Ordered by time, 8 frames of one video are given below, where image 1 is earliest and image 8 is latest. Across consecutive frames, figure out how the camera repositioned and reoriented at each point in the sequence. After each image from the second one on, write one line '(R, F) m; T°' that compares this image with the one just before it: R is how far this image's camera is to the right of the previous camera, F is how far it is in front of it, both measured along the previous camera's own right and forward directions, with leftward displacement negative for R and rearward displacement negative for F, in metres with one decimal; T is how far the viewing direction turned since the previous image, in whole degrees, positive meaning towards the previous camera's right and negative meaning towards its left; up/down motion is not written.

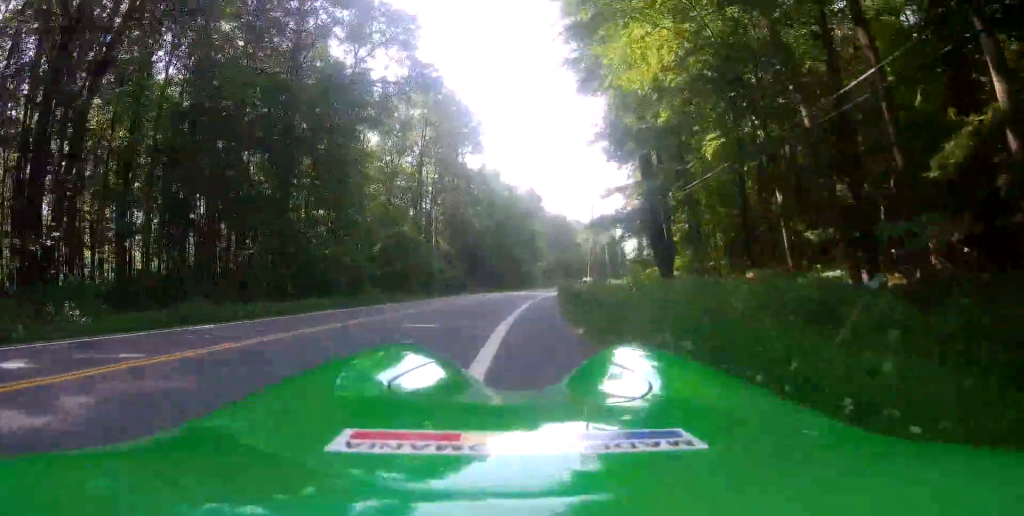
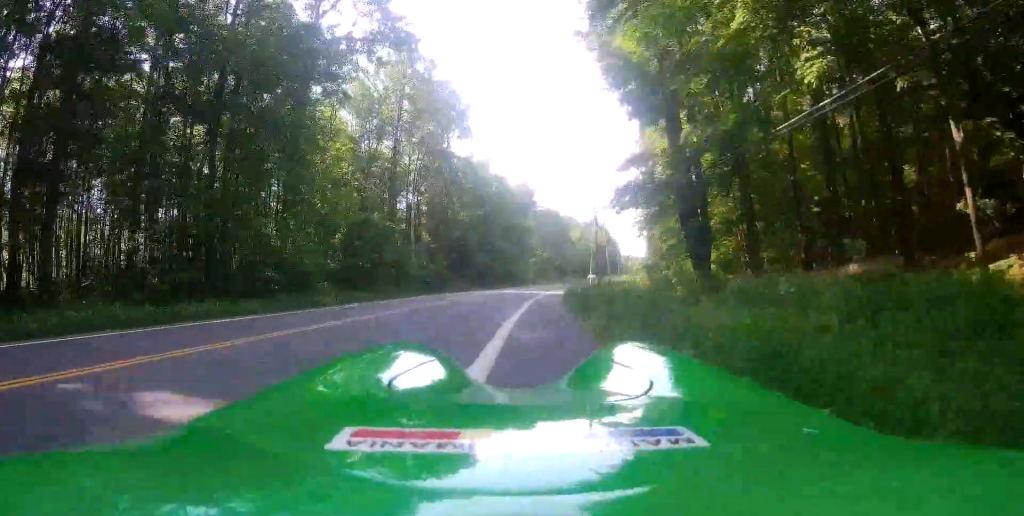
(0.0, +8.1) m; 0°
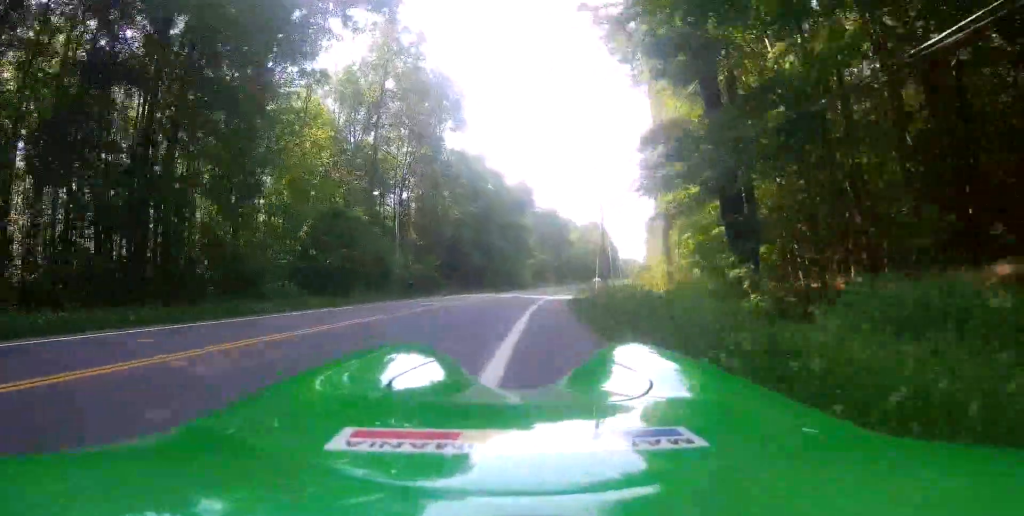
(0.0, +5.7) m; 0°
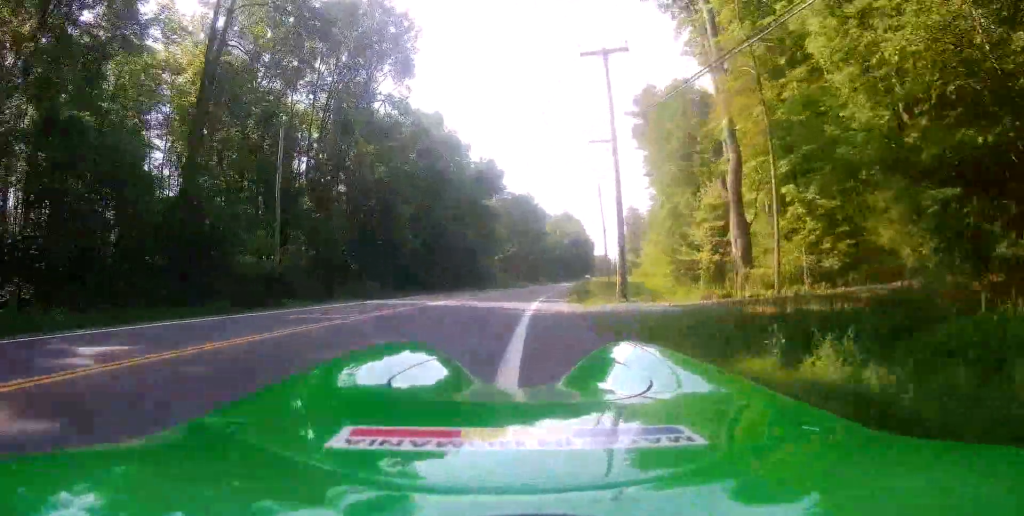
(0.0, +19.4) m; 0°
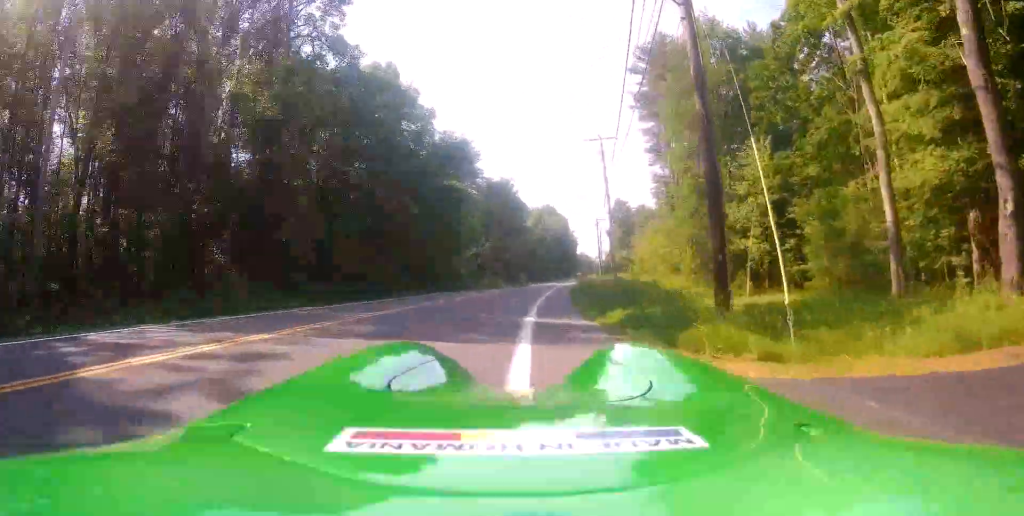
(+0.4, +15.8) m; +6°
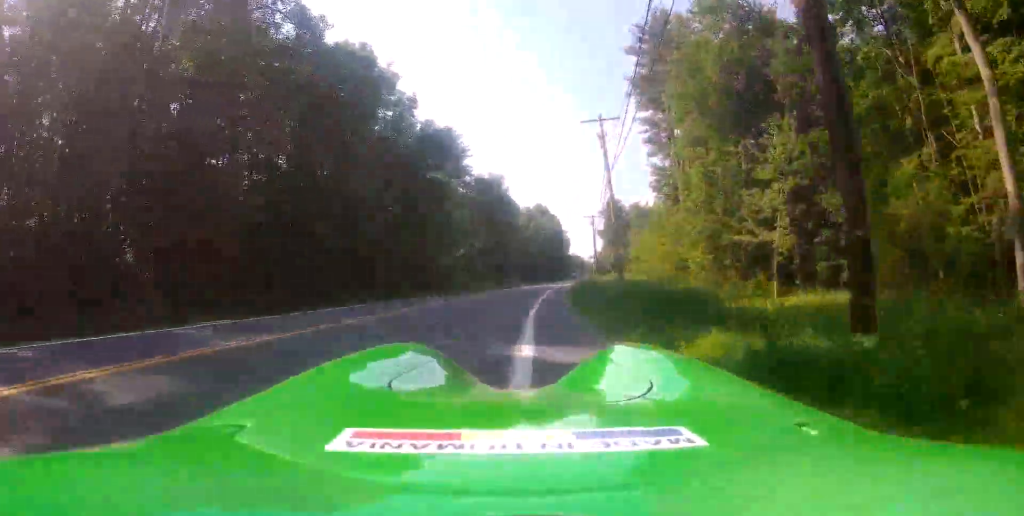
(0.0, +5.5) m; +3°
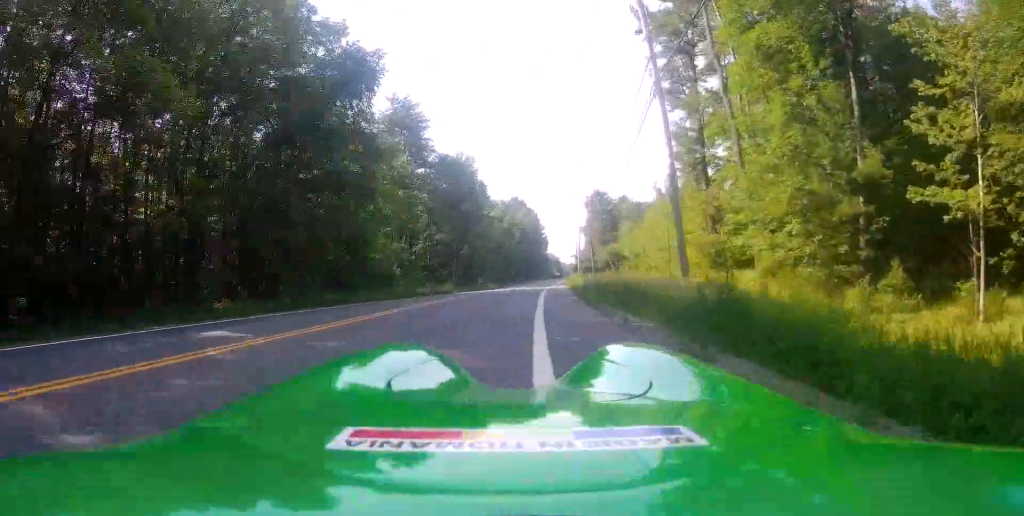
(+1.1, +18.1) m; +5°
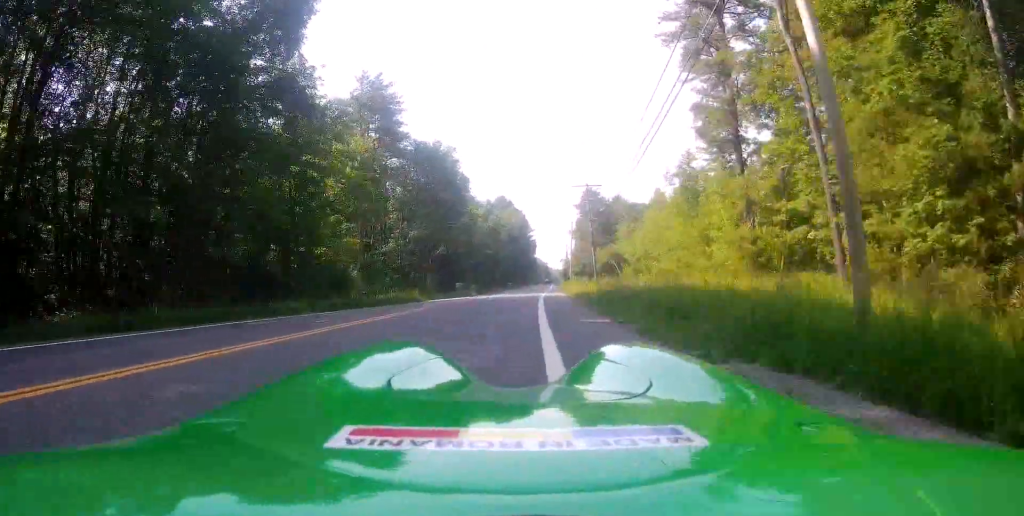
(+0.3, +10.0) m; -1°
